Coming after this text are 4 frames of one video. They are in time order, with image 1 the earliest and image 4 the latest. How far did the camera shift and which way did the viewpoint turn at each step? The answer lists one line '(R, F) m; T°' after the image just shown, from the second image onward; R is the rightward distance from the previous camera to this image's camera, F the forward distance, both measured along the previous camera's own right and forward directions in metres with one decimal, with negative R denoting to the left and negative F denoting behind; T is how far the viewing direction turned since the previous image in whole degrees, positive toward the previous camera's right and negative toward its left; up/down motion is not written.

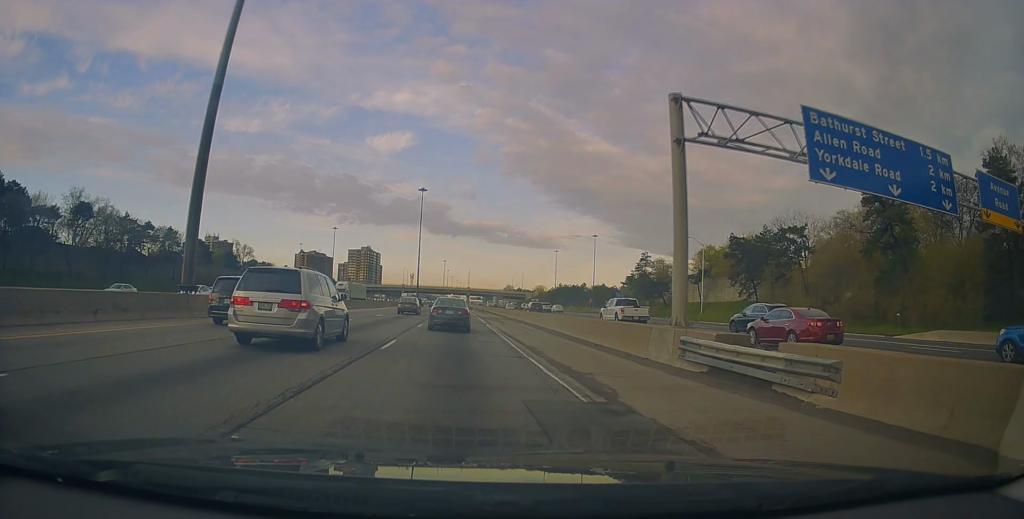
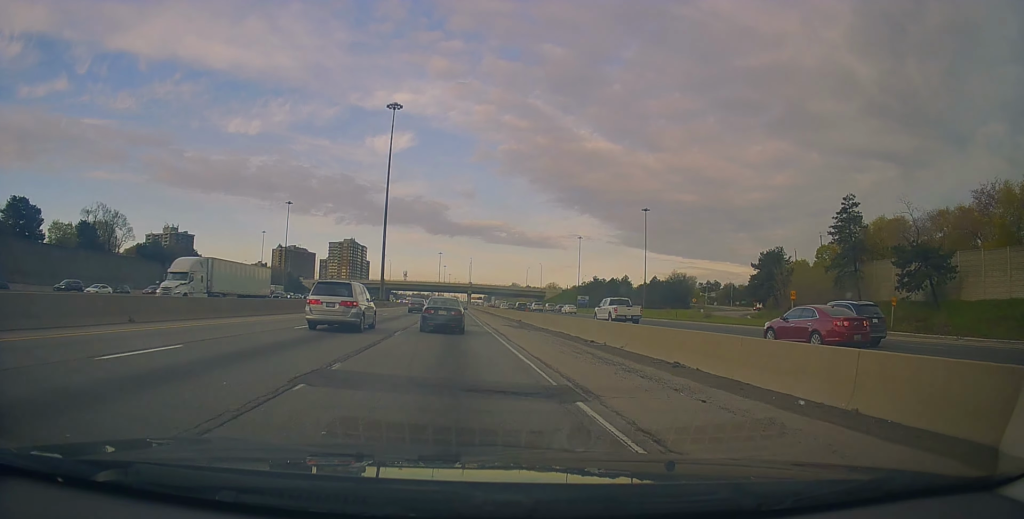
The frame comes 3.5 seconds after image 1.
(-0.5, +78.8) m; 0°
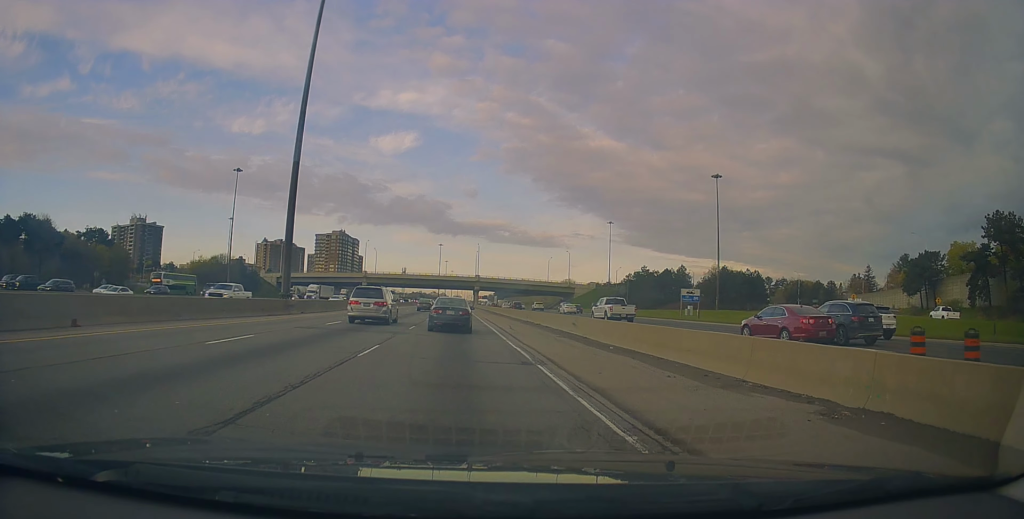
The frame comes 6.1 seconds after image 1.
(-0.7, +56.5) m; -2°
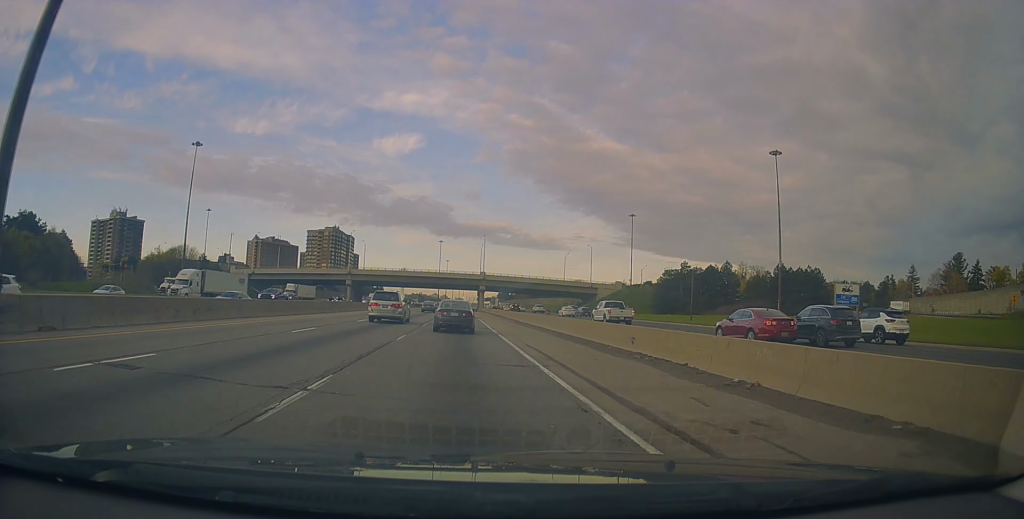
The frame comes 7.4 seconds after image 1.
(+0.4, +29.9) m; +2°
